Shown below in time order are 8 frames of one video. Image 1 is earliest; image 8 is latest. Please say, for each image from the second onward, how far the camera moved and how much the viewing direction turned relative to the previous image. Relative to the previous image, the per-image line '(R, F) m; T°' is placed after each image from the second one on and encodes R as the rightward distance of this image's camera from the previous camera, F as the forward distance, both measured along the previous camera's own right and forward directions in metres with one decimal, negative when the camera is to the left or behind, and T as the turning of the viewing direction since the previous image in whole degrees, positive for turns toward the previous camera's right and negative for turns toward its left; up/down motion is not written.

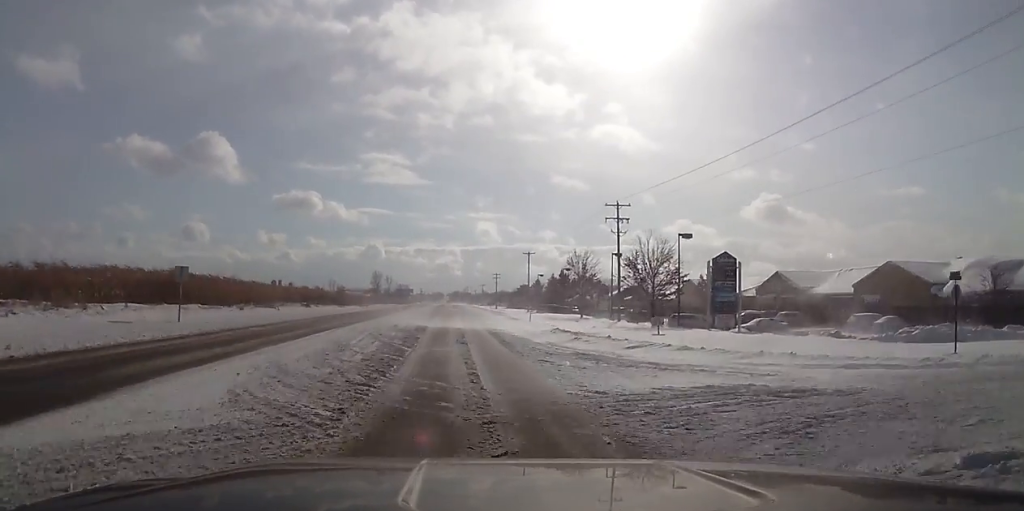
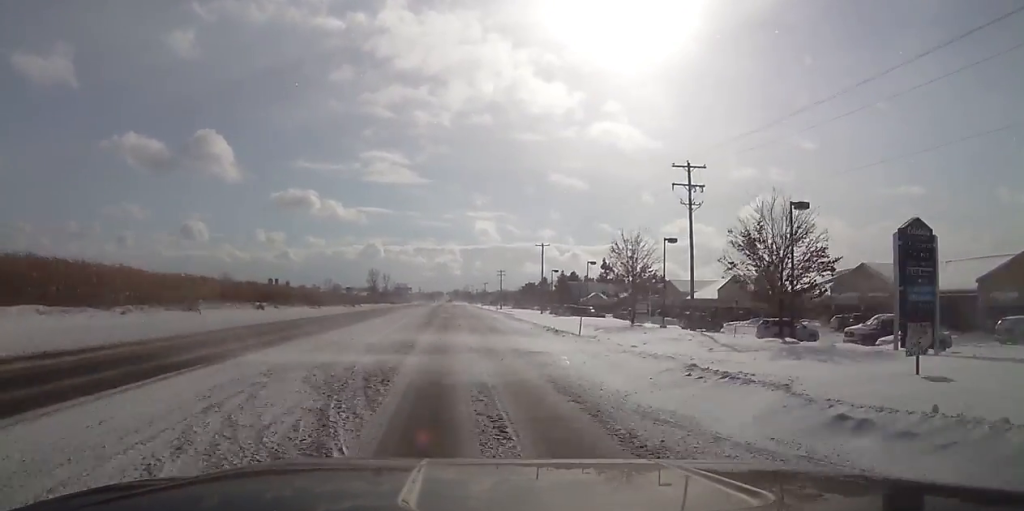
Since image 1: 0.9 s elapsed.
(+0.2, +19.8) m; +1°
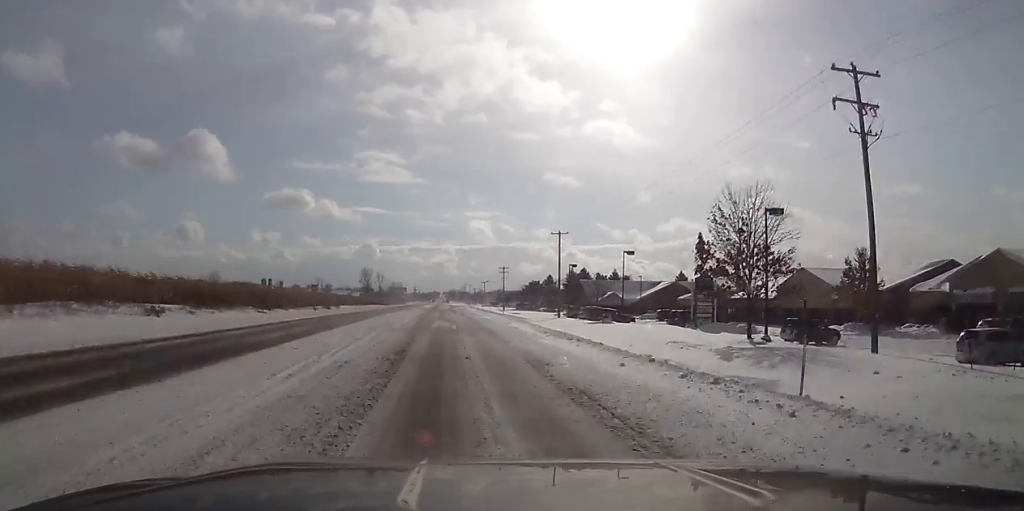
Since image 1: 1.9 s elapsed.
(+0.1, +21.2) m; 0°
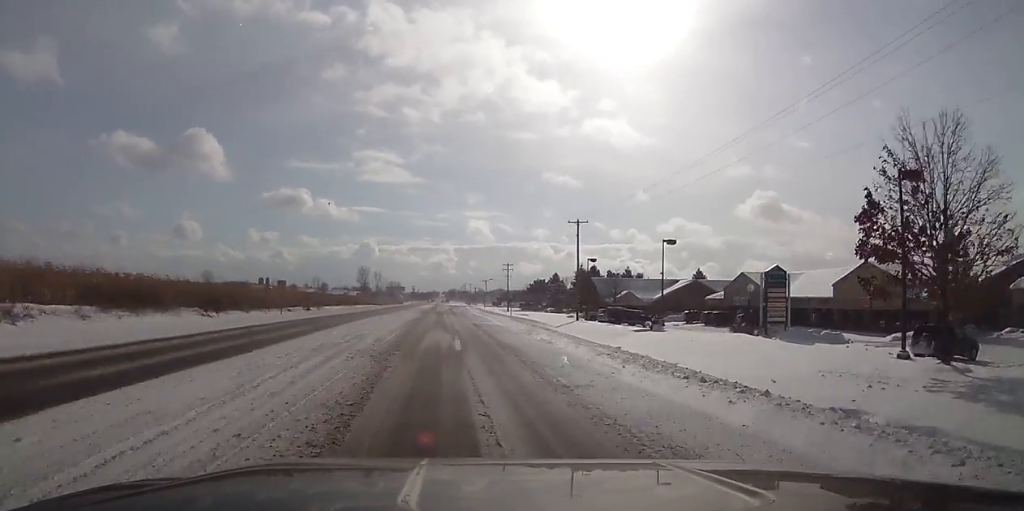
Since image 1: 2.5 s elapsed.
(0.0, +13.8) m; 0°
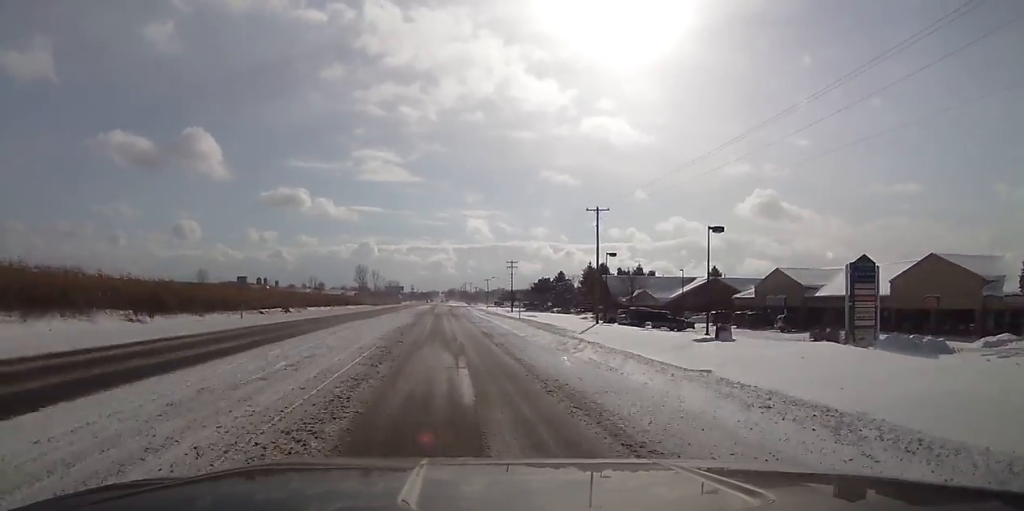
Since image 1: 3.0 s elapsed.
(0.0, +10.8) m; 0°
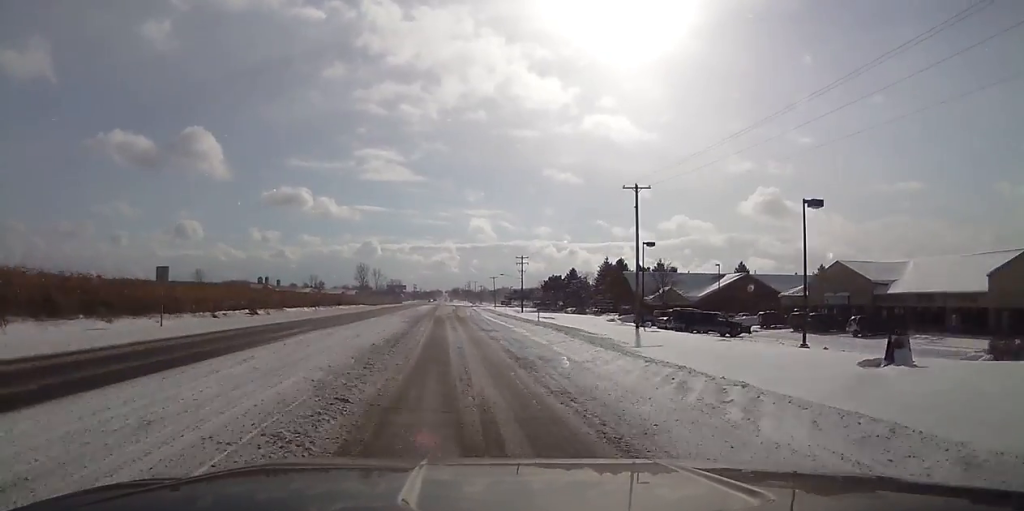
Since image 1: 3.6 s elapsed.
(0.0, +13.7) m; -1°
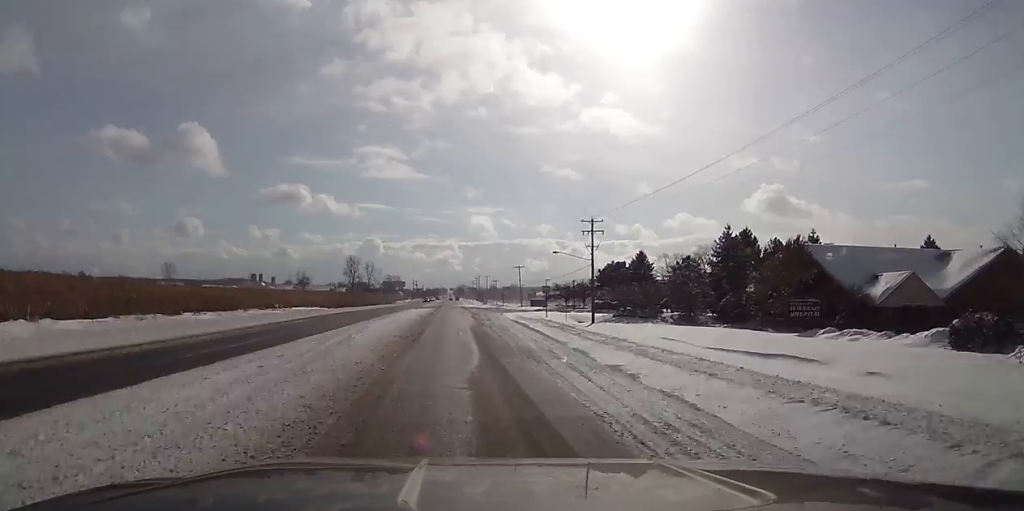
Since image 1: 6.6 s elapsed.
(-0.6, +63.9) m; -1°
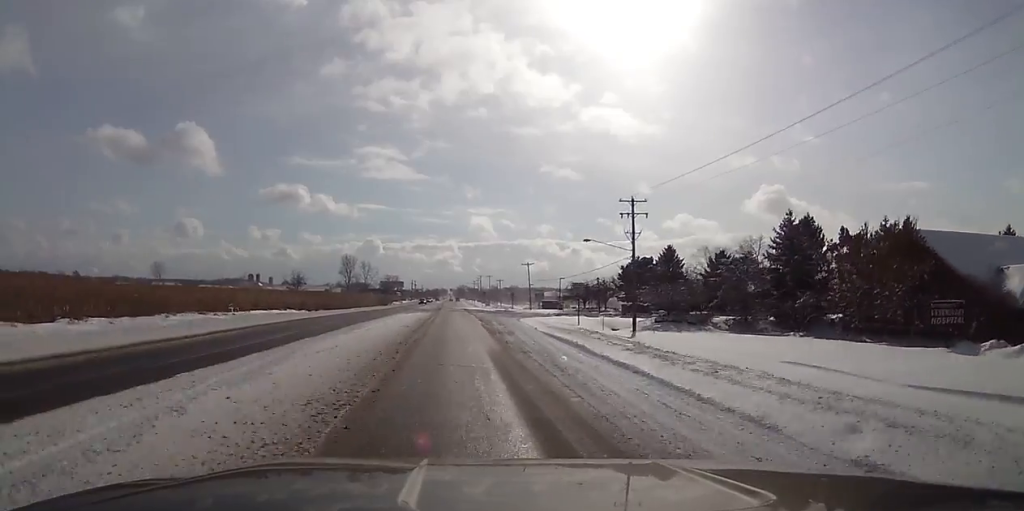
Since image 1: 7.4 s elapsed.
(-0.1, +16.5) m; 0°
